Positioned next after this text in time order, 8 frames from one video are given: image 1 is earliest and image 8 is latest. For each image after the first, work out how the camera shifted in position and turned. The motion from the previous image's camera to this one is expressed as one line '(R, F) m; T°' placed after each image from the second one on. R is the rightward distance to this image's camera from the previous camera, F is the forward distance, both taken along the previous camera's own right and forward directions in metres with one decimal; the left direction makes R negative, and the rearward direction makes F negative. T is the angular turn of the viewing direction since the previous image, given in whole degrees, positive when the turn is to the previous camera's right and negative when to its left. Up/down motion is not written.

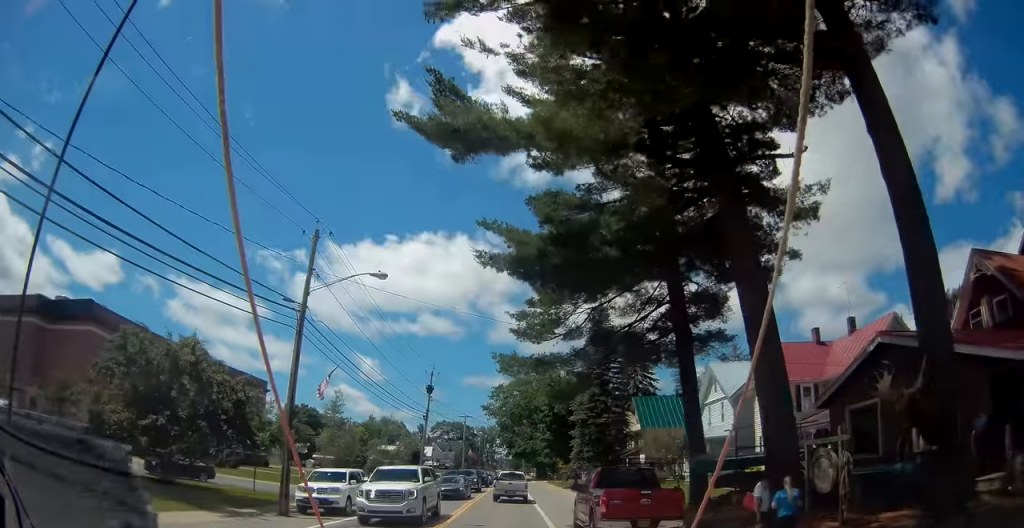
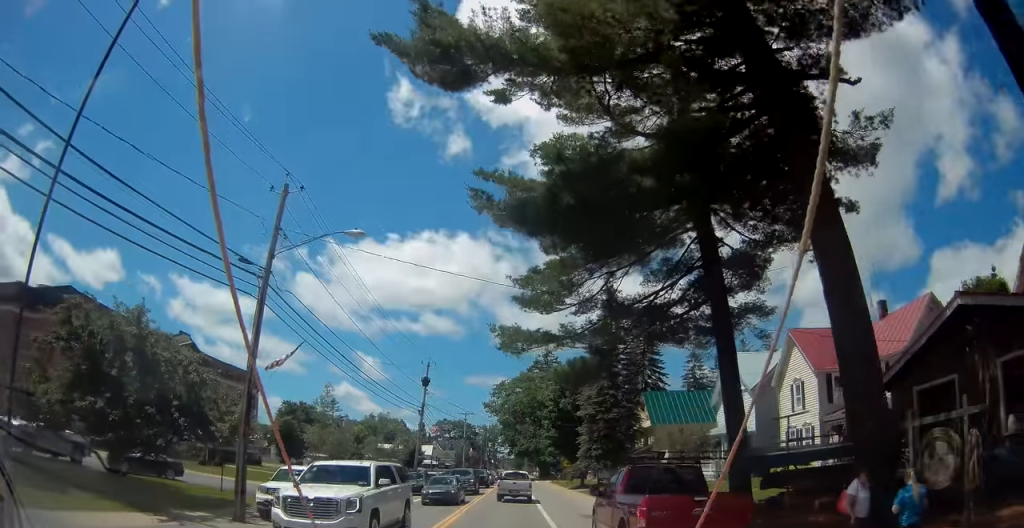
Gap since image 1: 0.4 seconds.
(0.0, +3.7) m; -1°
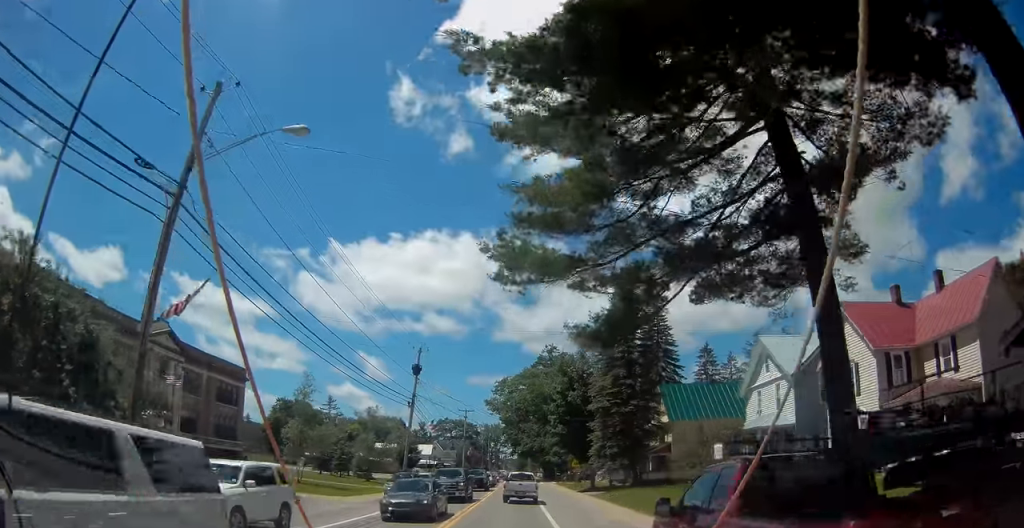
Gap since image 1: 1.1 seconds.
(-0.1, +5.8) m; -1°
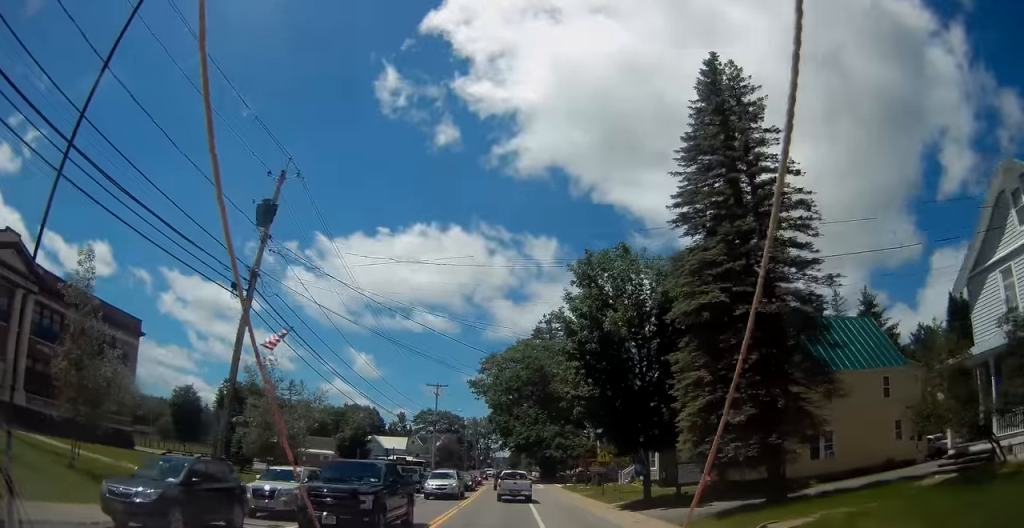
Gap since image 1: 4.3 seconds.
(+0.1, +24.7) m; -1°
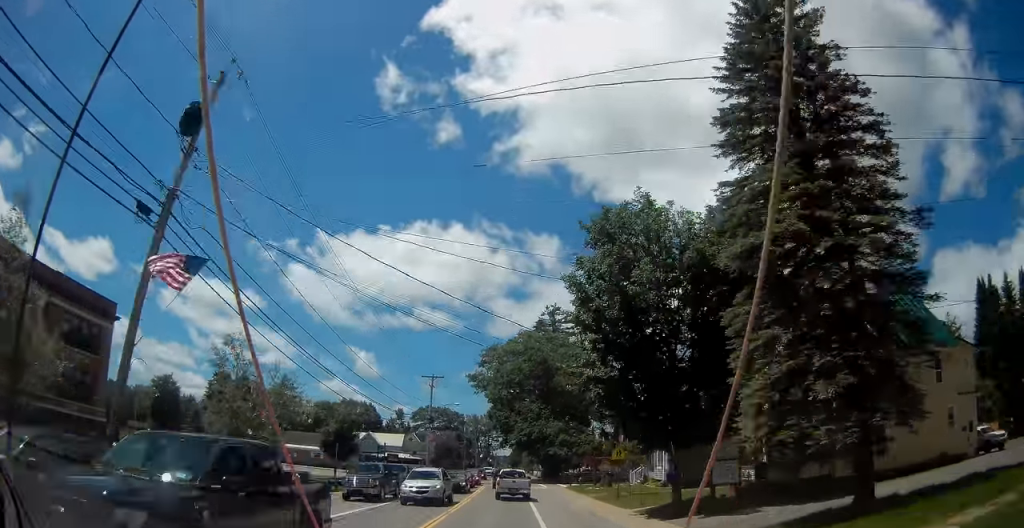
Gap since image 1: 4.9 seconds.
(-0.1, +5.0) m; +1°
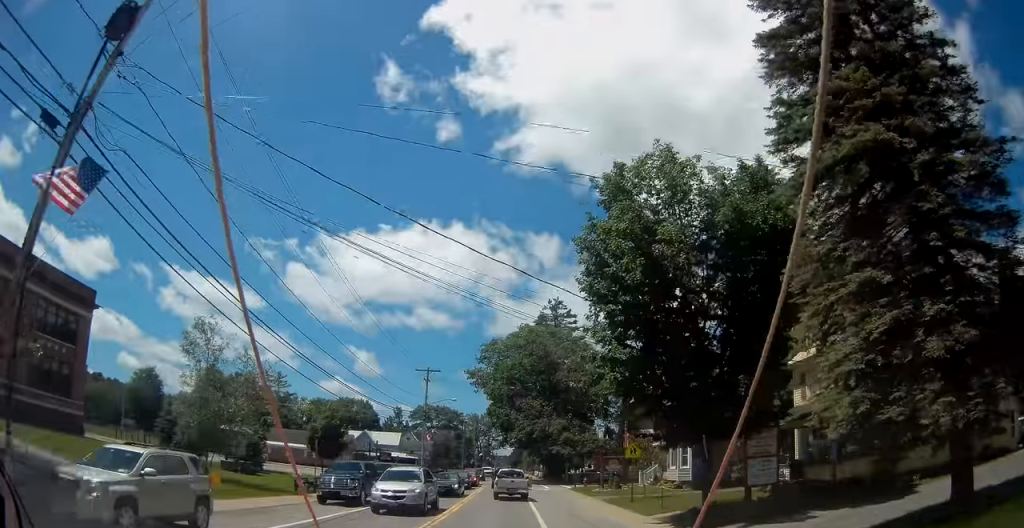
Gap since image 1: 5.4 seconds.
(+0.3, +3.8) m; +1°
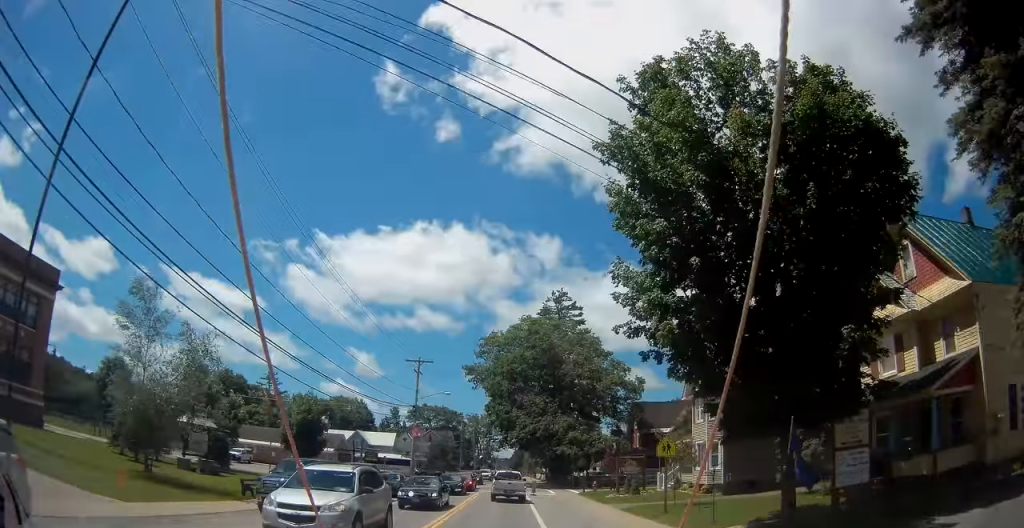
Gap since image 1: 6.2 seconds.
(0.0, +6.1) m; -1°
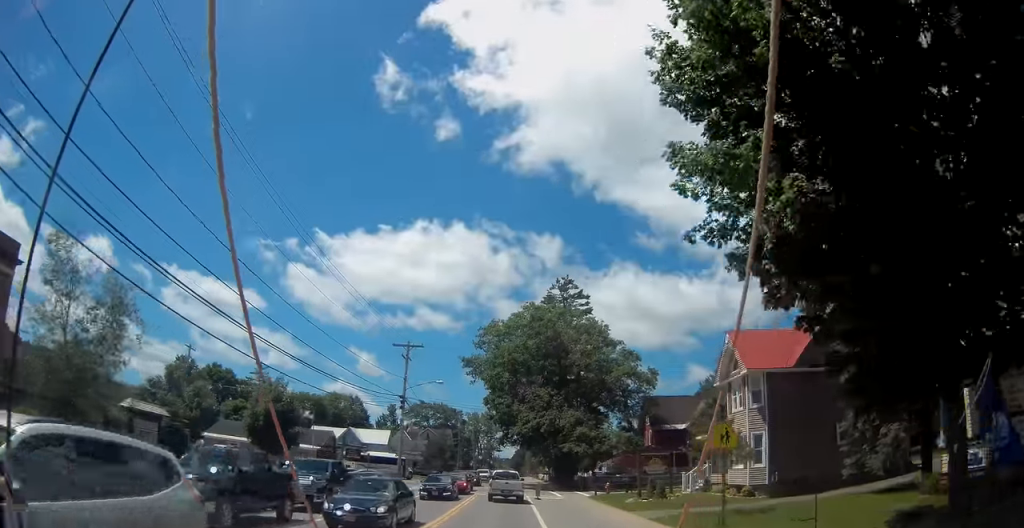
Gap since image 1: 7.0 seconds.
(-0.1, +6.0) m; -2°
